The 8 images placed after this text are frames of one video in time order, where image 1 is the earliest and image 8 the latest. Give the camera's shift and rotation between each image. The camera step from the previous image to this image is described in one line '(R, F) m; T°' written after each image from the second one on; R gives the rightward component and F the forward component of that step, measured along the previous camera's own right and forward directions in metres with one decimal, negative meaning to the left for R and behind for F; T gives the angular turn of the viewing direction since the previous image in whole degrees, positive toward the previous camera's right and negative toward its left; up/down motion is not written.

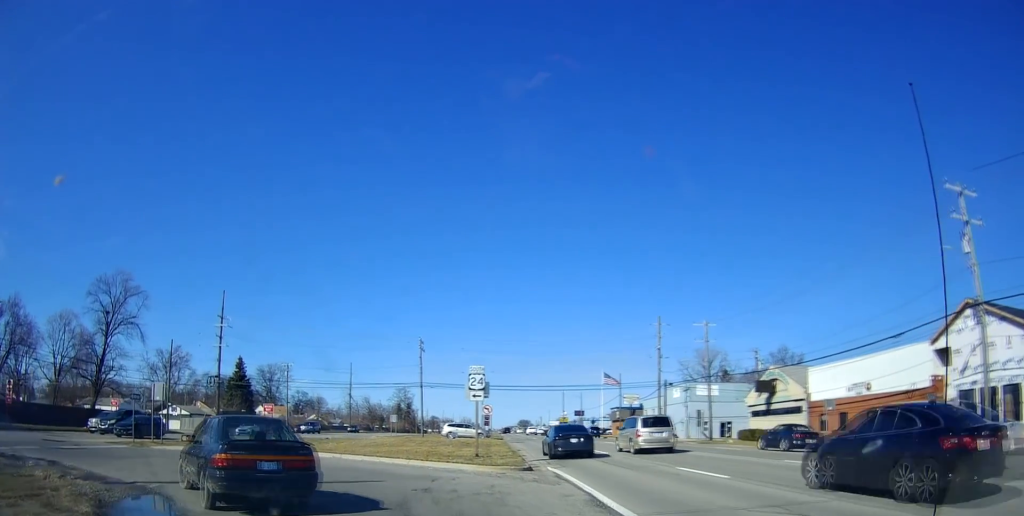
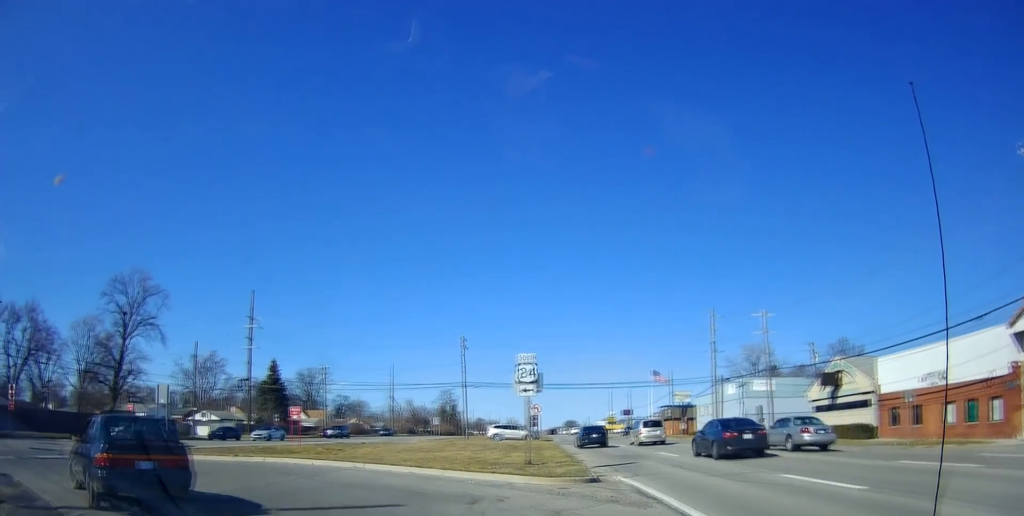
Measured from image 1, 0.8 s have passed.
(-0.4, +3.5) m; -13°
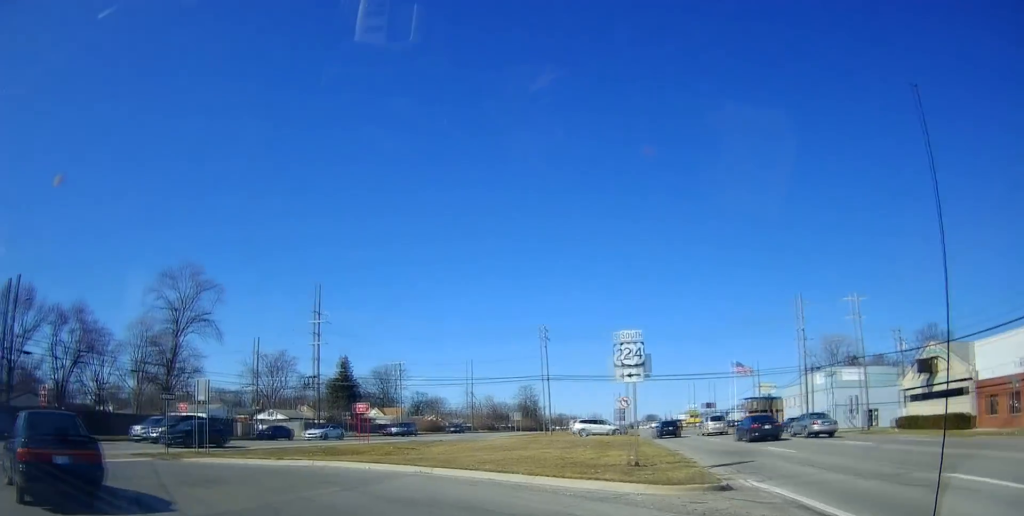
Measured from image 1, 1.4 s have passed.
(-0.7, +3.1) m; -9°
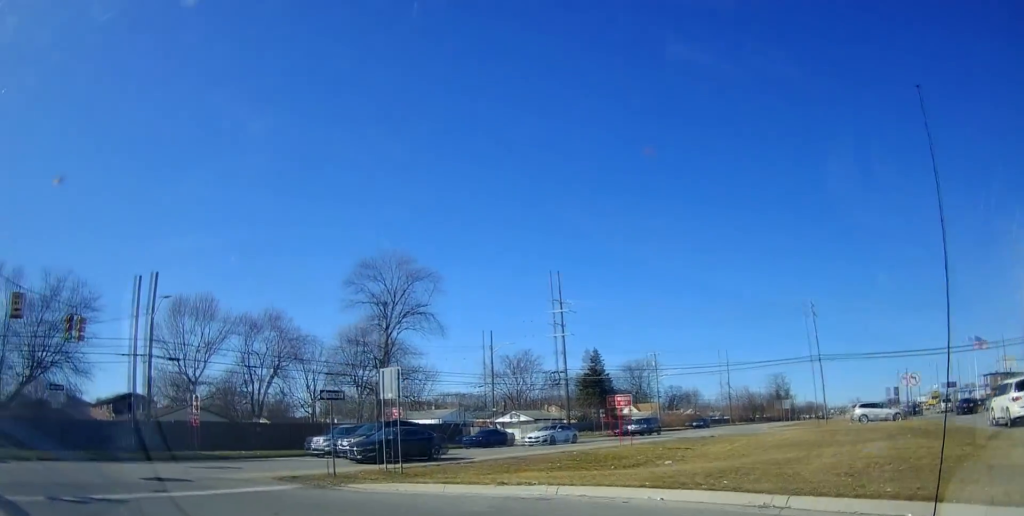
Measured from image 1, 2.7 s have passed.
(-0.4, +6.6) m; -17°
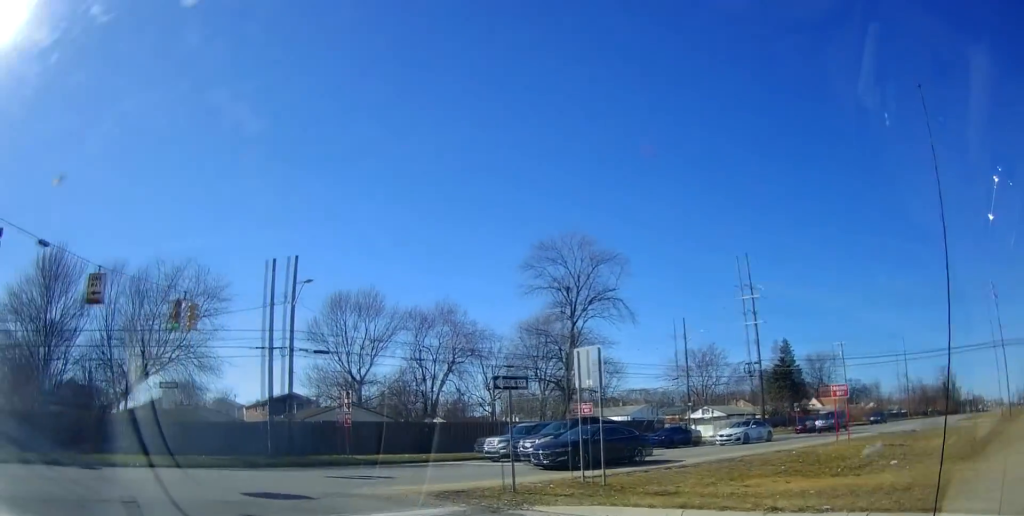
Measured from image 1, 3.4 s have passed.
(-0.6, +3.6) m; -13°
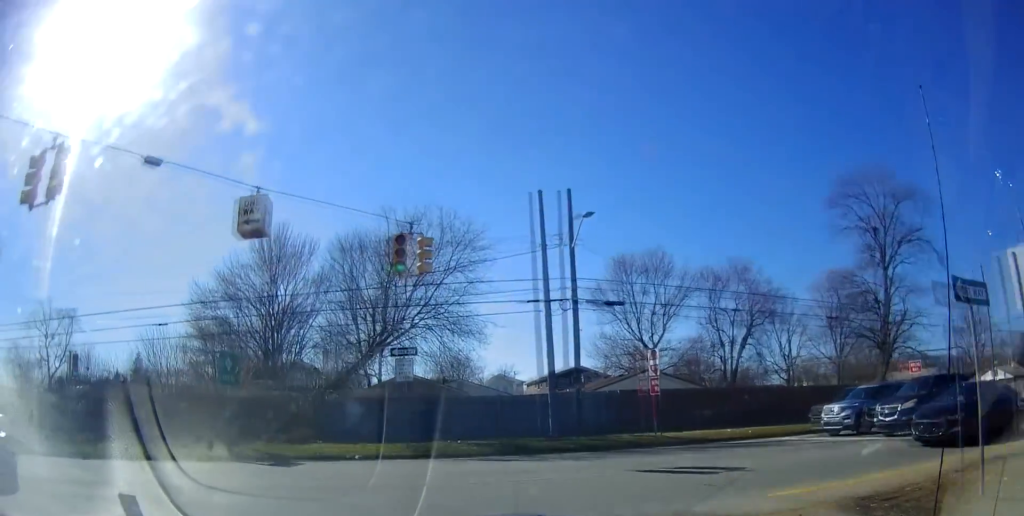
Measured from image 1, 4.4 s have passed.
(-0.4, +5.8) m; -11°
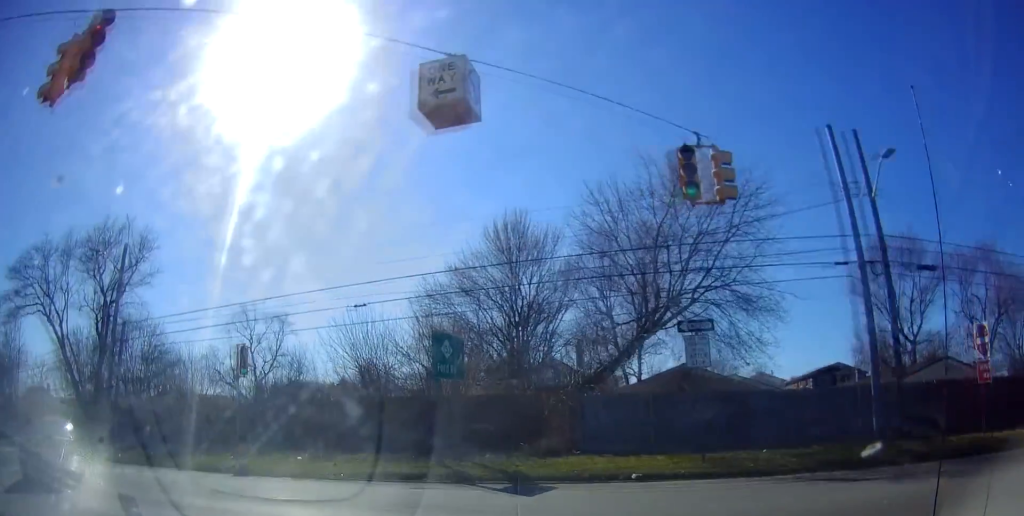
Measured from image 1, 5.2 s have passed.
(-0.6, +5.3) m; -21°
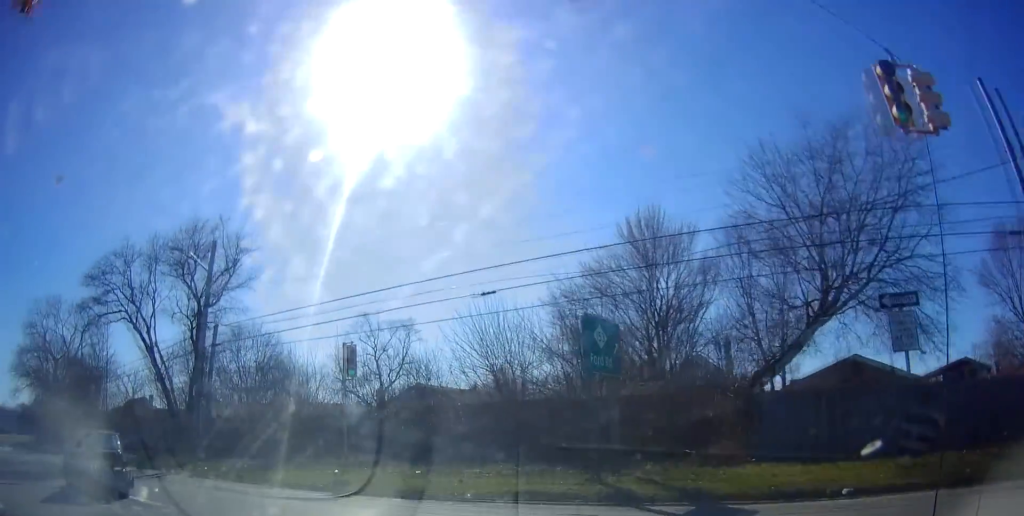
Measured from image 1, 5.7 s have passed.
(-0.5, +2.7) m; -16°
